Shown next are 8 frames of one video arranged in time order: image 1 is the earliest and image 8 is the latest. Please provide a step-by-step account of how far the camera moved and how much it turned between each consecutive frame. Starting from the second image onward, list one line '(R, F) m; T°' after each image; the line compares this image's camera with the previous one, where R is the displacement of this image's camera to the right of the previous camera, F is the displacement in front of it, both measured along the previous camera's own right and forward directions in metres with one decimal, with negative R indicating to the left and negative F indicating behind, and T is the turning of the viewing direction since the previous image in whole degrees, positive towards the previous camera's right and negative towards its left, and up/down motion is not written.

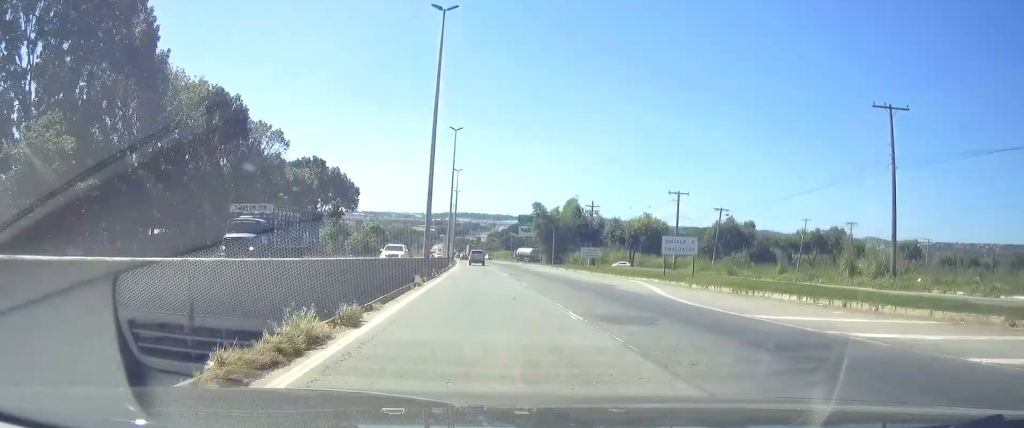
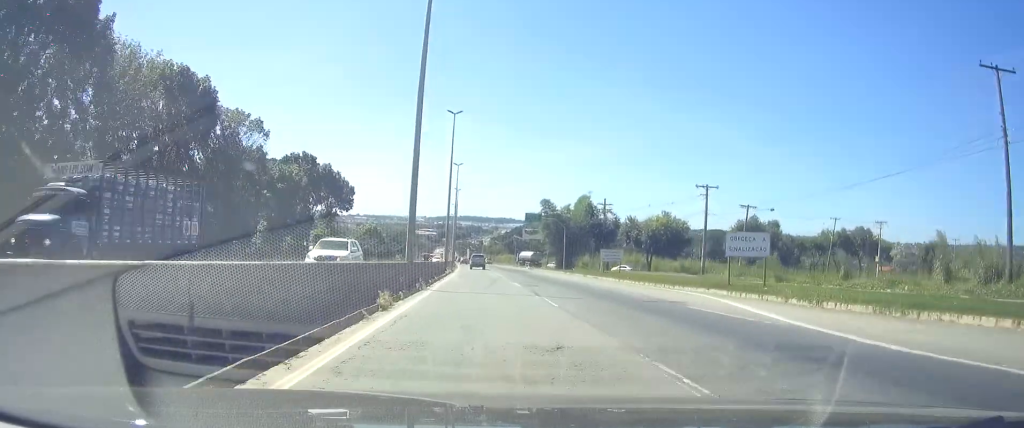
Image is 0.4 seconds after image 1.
(0.0, +9.4) m; 0°
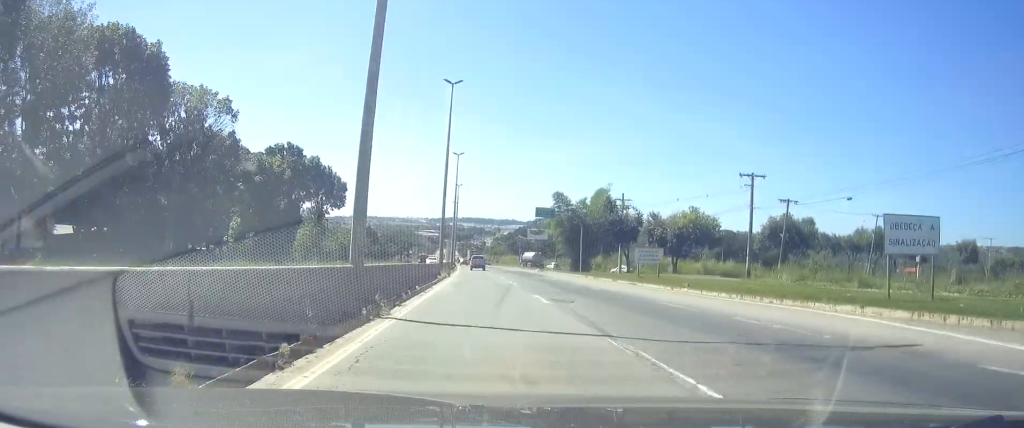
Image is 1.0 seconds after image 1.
(0.0, +11.6) m; 0°
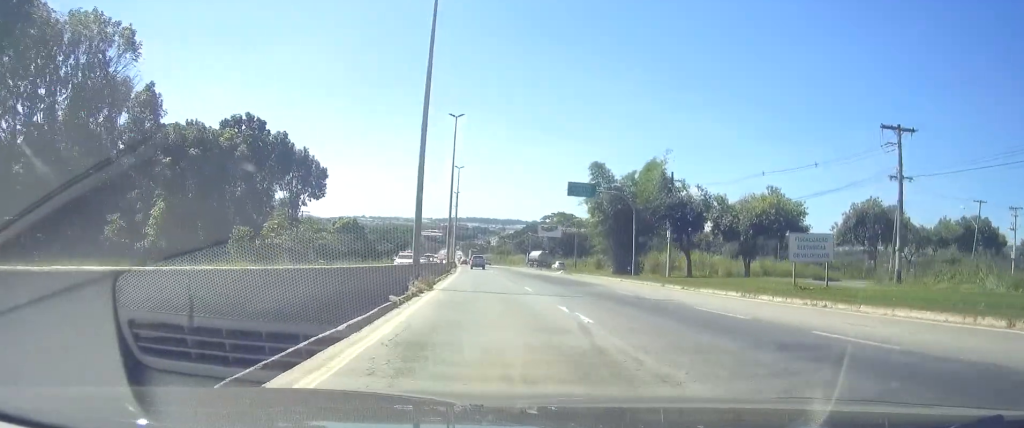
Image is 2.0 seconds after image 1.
(-0.1, +22.5) m; 0°
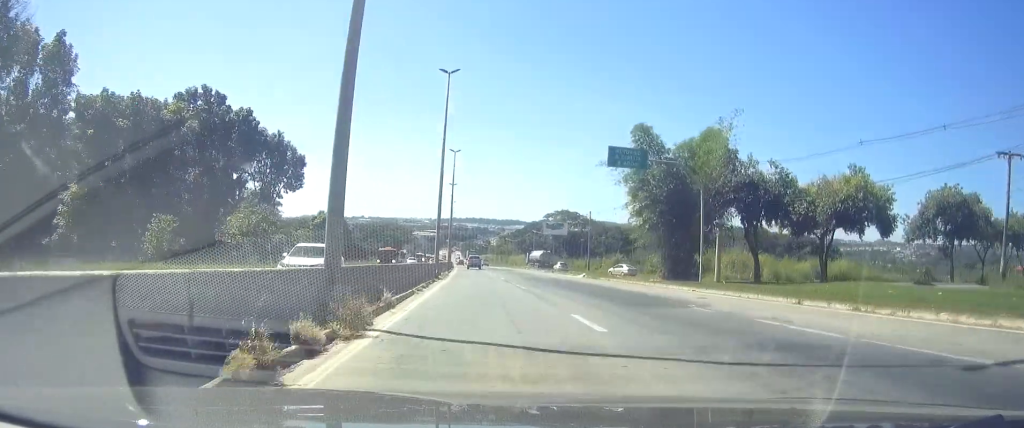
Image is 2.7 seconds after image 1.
(0.0, +15.2) m; 0°
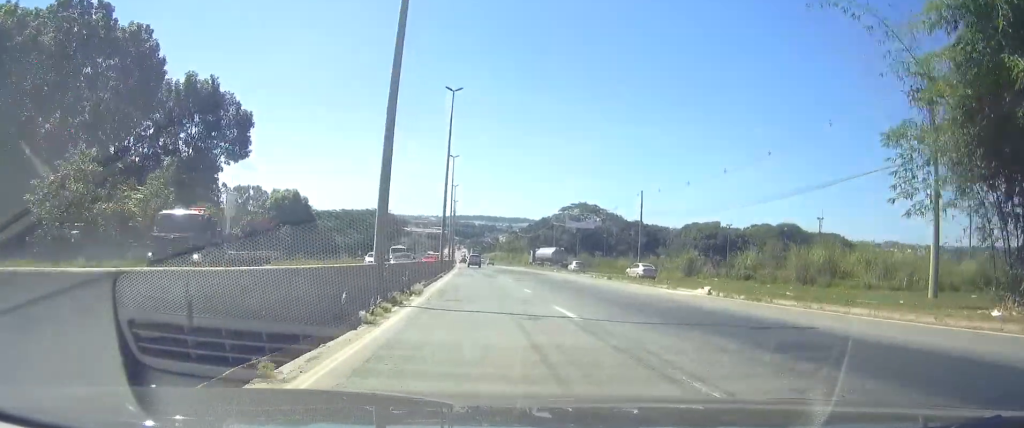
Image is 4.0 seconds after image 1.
(-0.3, +28.9) m; -1°
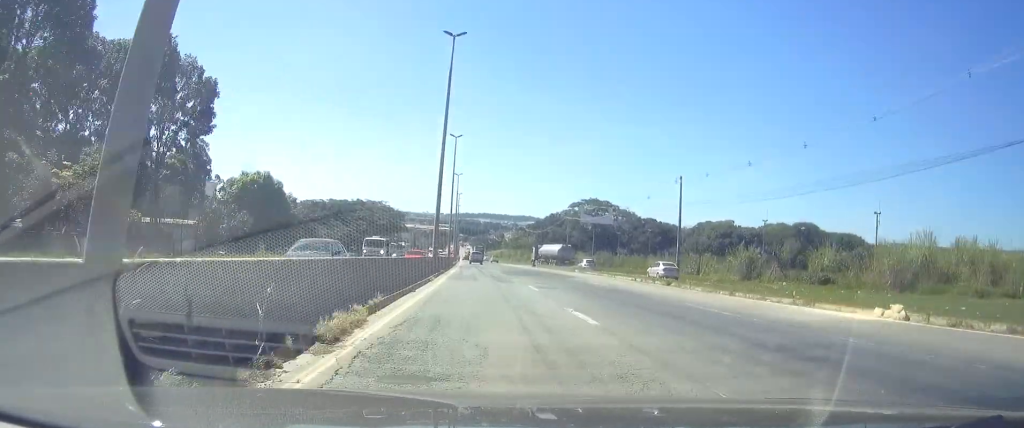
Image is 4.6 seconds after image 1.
(0.0, +13.1) m; 0°
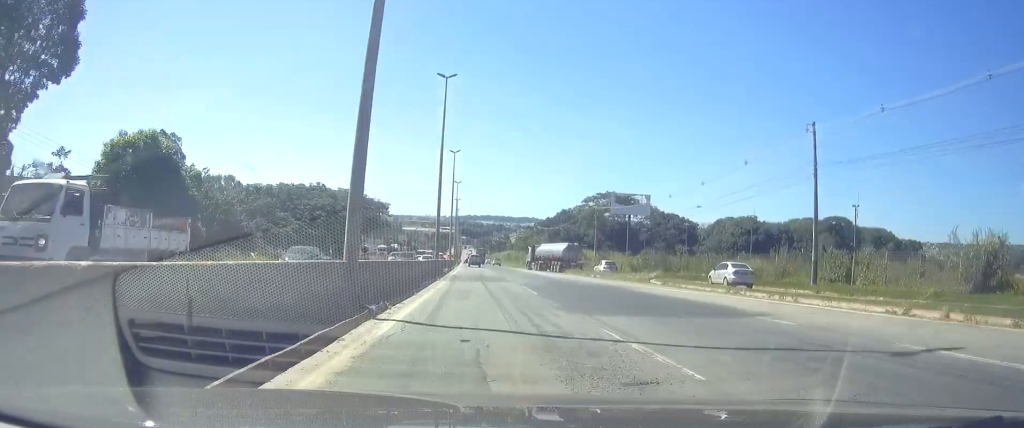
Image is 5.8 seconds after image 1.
(0.0, +26.2) m; 0°
